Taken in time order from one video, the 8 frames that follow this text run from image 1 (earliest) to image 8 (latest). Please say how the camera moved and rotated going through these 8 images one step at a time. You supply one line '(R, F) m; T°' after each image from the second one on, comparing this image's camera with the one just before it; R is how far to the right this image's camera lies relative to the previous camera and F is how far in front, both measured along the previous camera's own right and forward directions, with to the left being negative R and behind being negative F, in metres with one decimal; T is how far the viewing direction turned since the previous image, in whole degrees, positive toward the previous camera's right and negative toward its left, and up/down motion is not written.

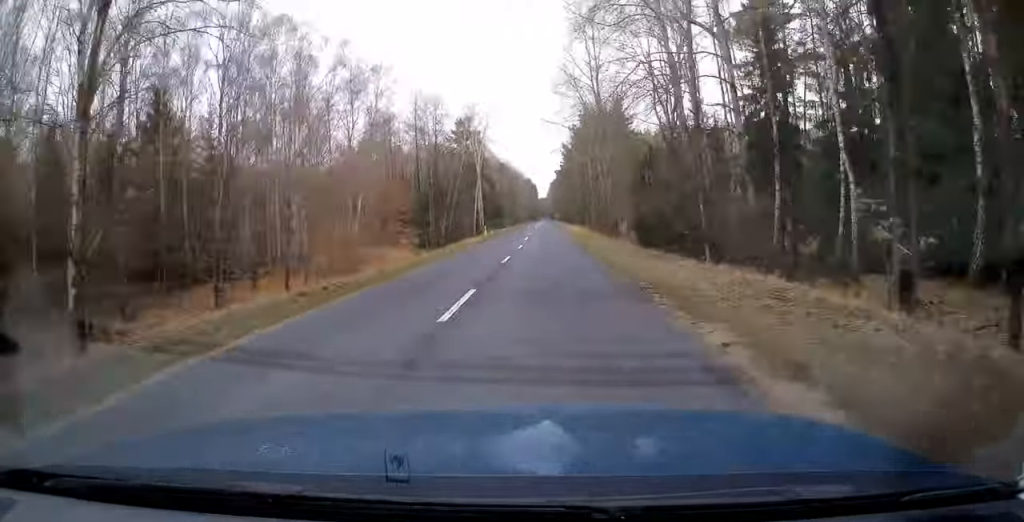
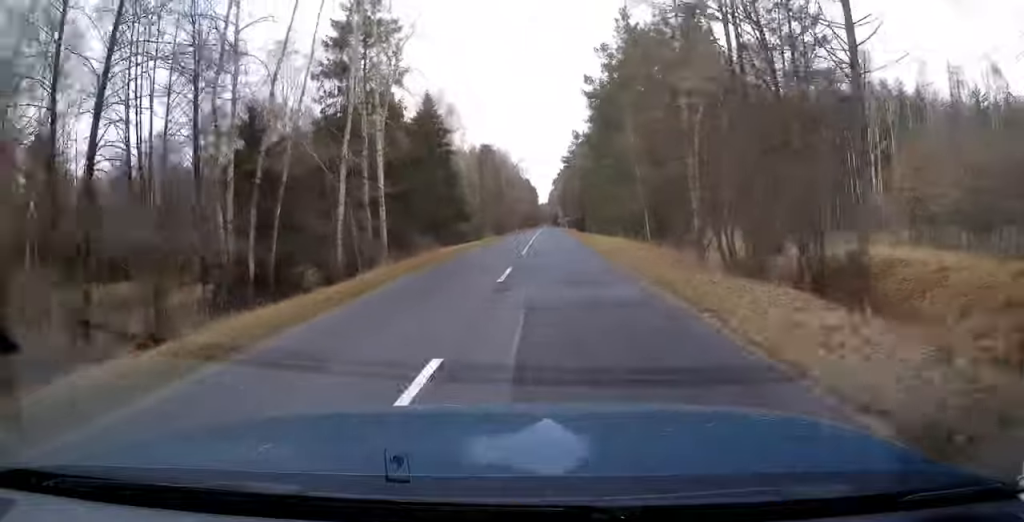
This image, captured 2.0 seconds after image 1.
(-0.1, +55.2) m; 0°
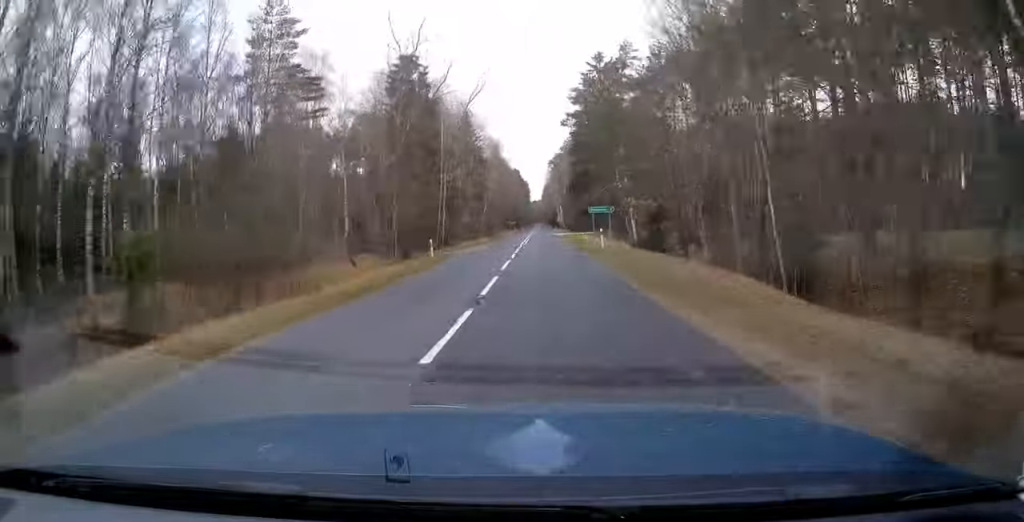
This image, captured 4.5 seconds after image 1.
(+0.4, +70.7) m; 0°
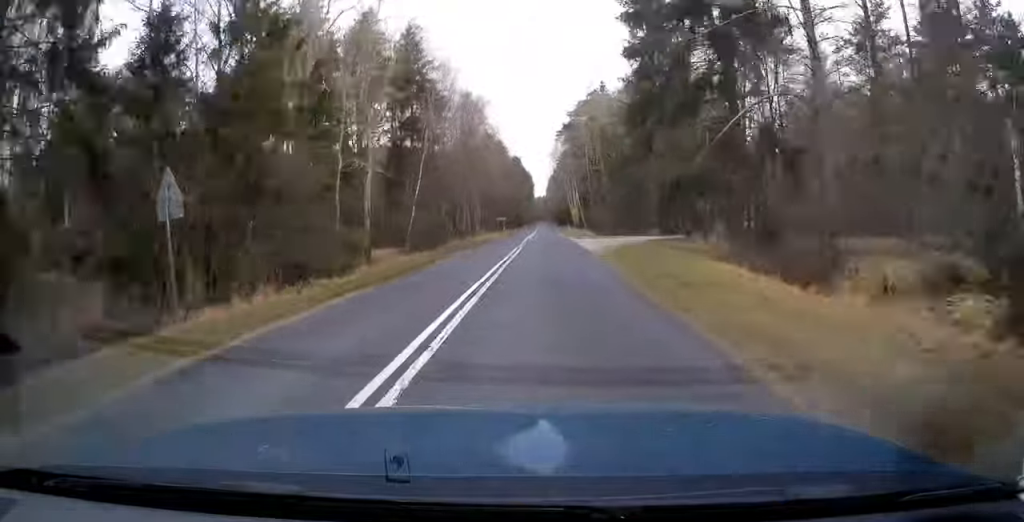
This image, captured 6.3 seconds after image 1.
(-0.2, +47.9) m; 0°
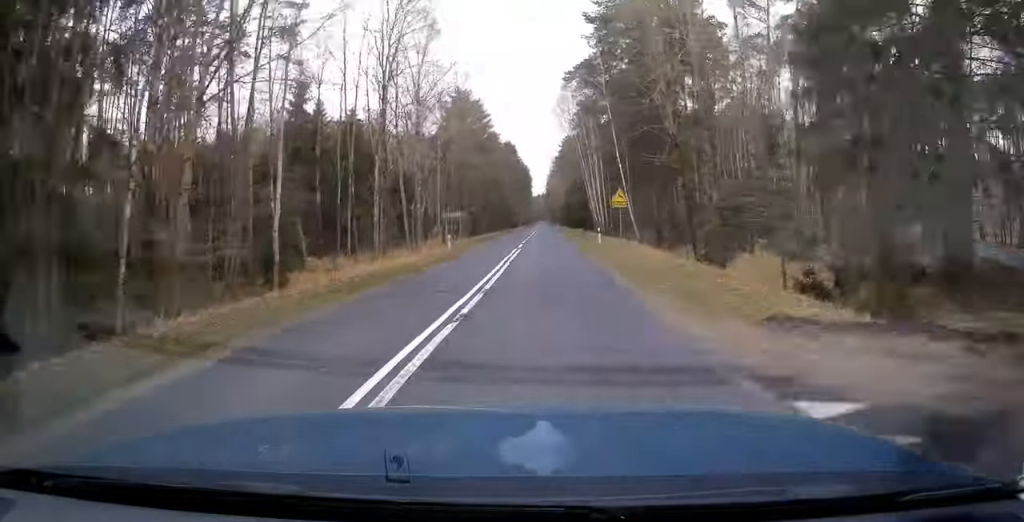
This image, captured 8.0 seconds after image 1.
(-0.2, +47.0) m; 0°
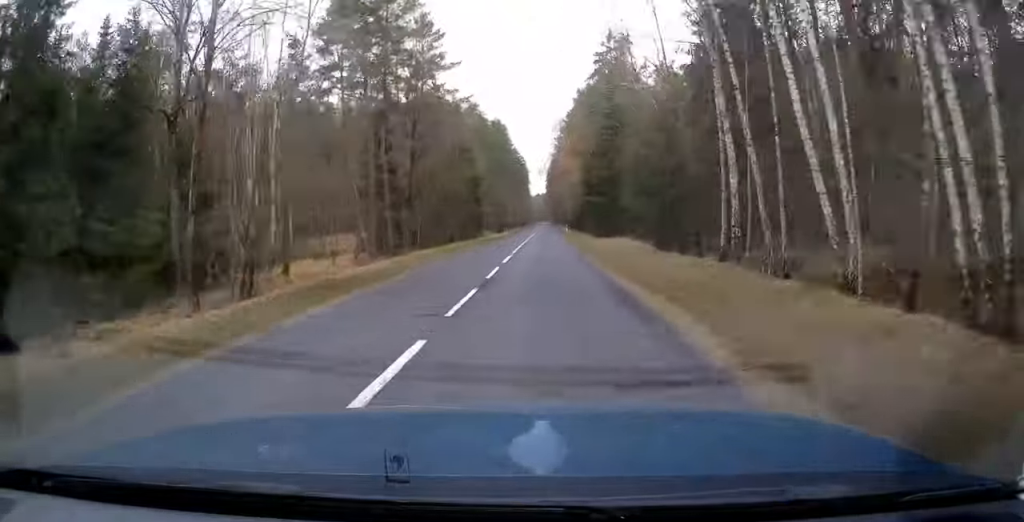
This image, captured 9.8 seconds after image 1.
(-0.1, +49.2) m; 0°
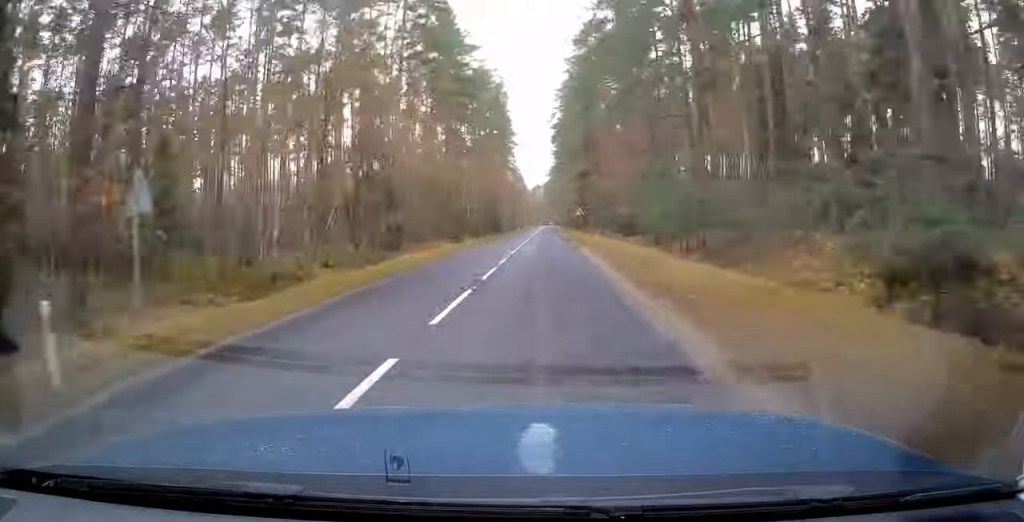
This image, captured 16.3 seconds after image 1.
(+0.7, +177.0) m; +1°
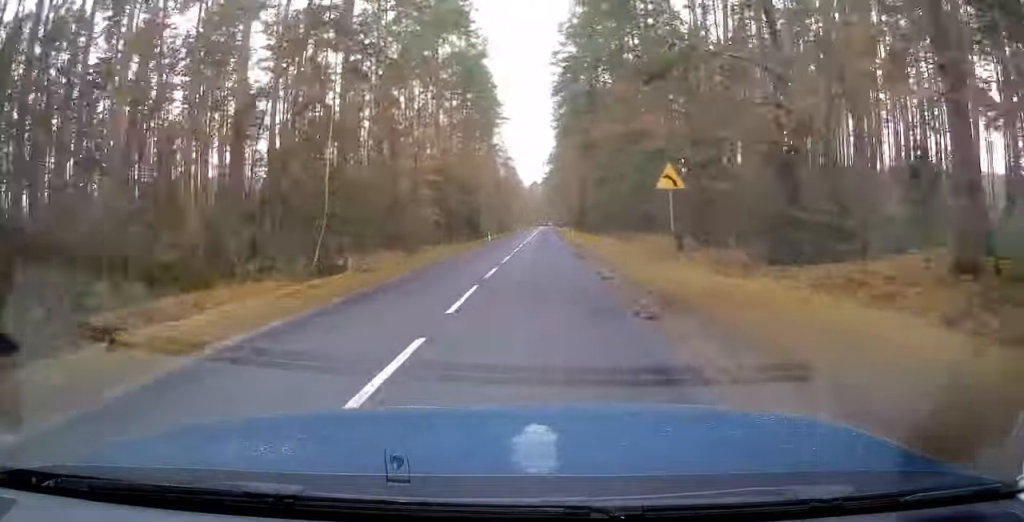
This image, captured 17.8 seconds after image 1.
(+0.1, +42.3) m; 0°
